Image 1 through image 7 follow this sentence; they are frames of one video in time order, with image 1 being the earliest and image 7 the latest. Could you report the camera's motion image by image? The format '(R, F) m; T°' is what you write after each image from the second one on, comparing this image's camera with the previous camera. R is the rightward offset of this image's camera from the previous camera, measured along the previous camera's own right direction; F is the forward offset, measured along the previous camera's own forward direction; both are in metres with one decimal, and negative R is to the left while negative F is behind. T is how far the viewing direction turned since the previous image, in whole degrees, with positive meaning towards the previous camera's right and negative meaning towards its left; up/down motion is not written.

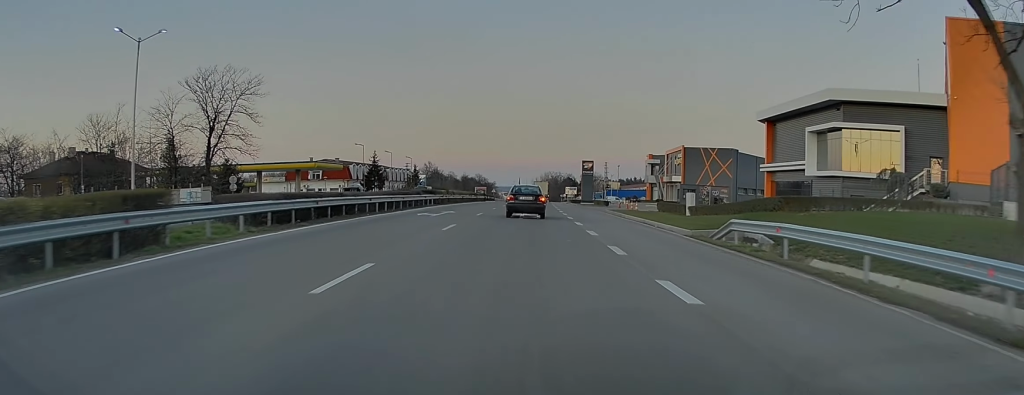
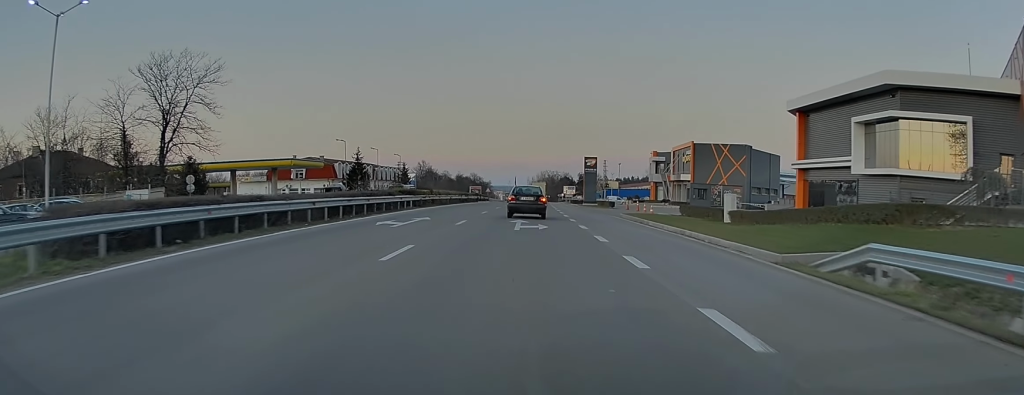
(0.0, +8.4) m; 0°
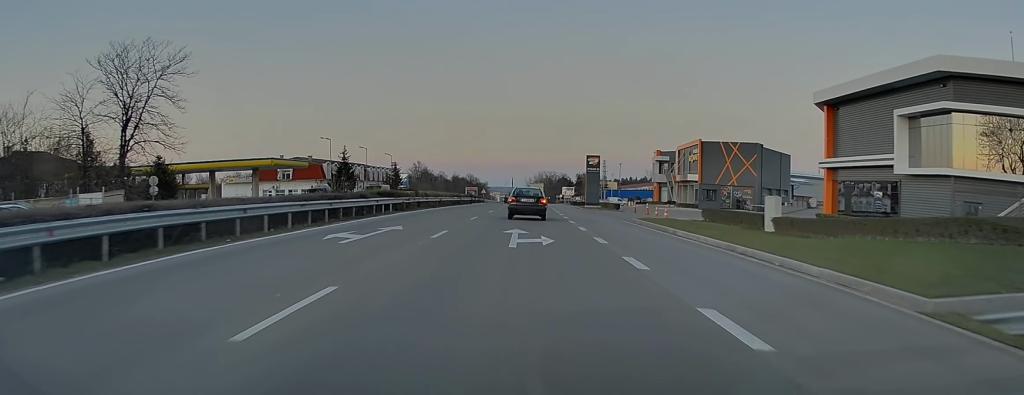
(0.0, +5.9) m; 0°
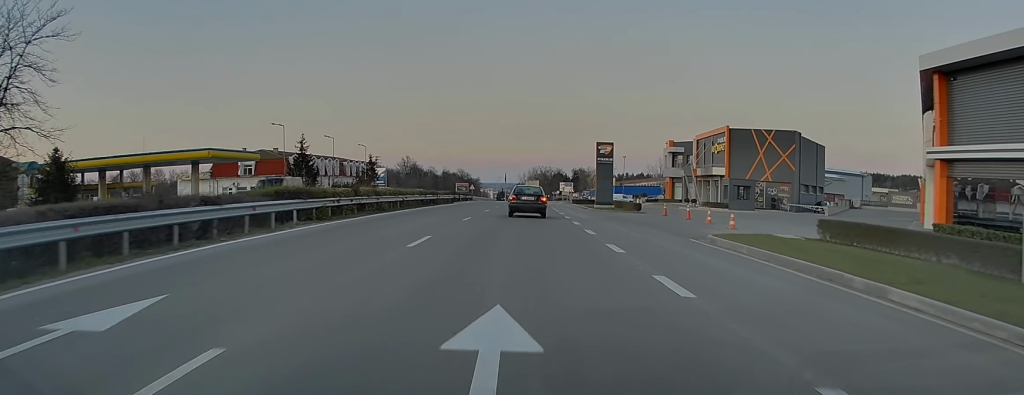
(+0.1, +15.3) m; 0°
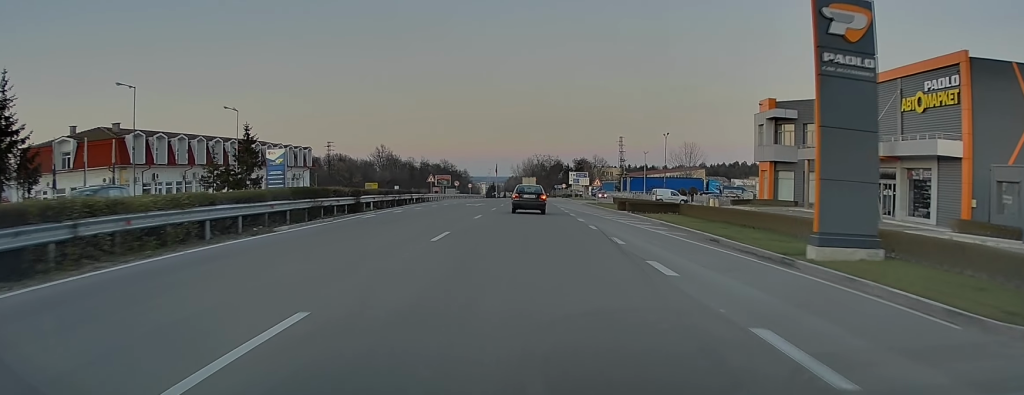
(+0.1, +46.6) m; +1°
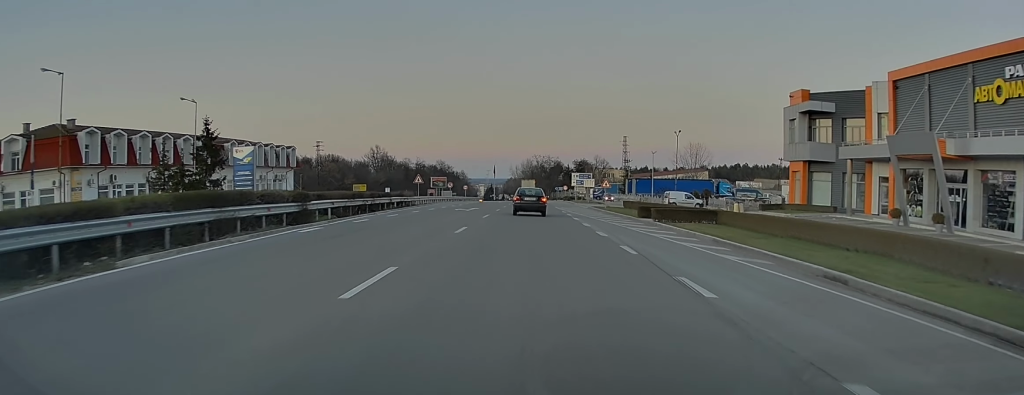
(0.0, +7.9) m; 0°
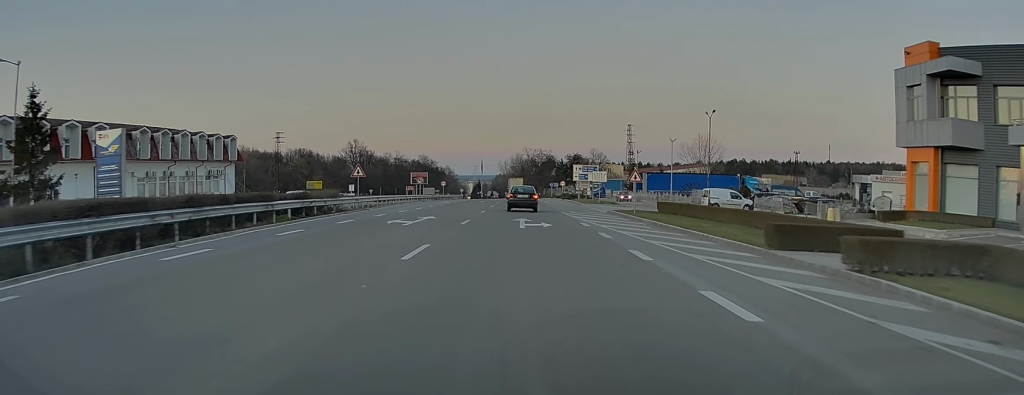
(0.0, +19.7) m; 0°
